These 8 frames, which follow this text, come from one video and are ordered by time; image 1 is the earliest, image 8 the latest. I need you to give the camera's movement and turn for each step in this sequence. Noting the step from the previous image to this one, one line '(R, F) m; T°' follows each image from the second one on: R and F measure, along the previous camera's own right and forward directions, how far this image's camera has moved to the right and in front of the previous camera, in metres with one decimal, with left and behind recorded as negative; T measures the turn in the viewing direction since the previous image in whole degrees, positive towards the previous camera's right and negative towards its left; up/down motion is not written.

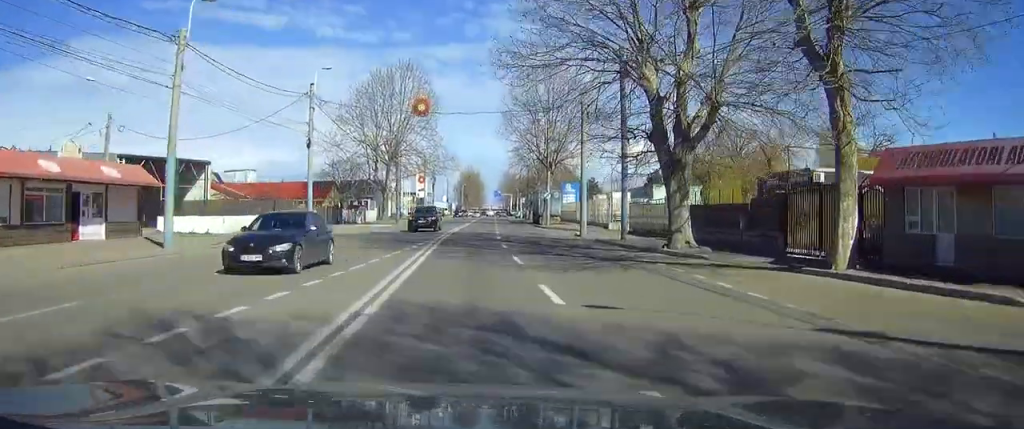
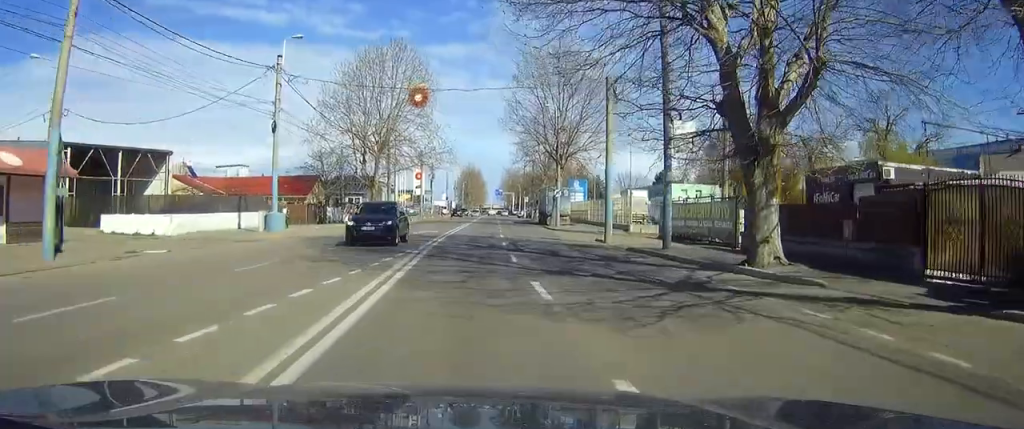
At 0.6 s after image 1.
(0.0, +8.1) m; 0°
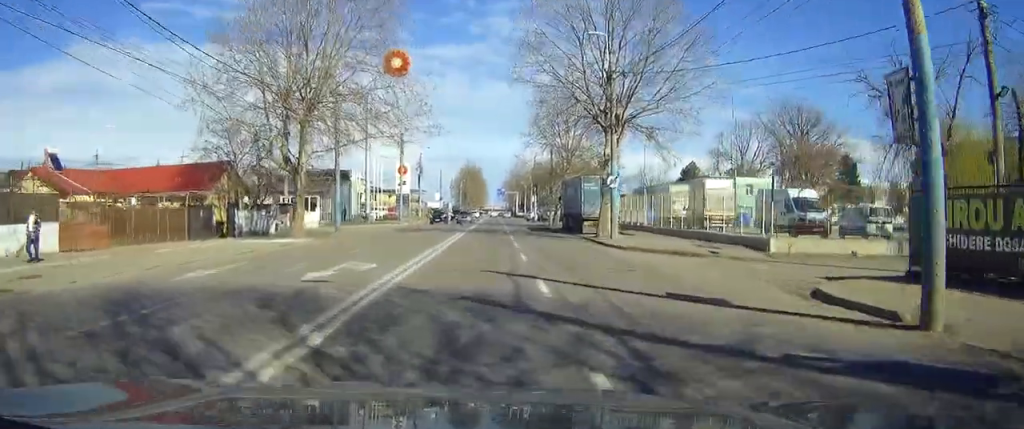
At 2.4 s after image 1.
(0.0, +25.7) m; 0°
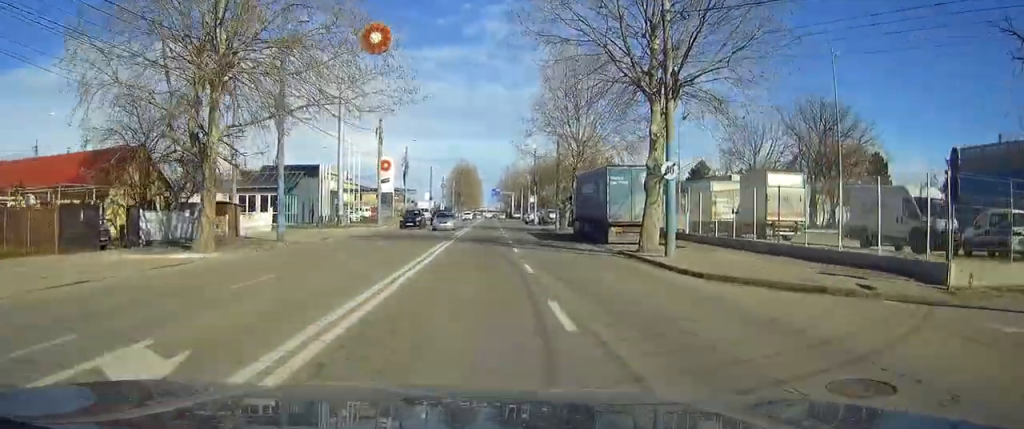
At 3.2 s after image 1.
(+0.1, +11.8) m; +1°
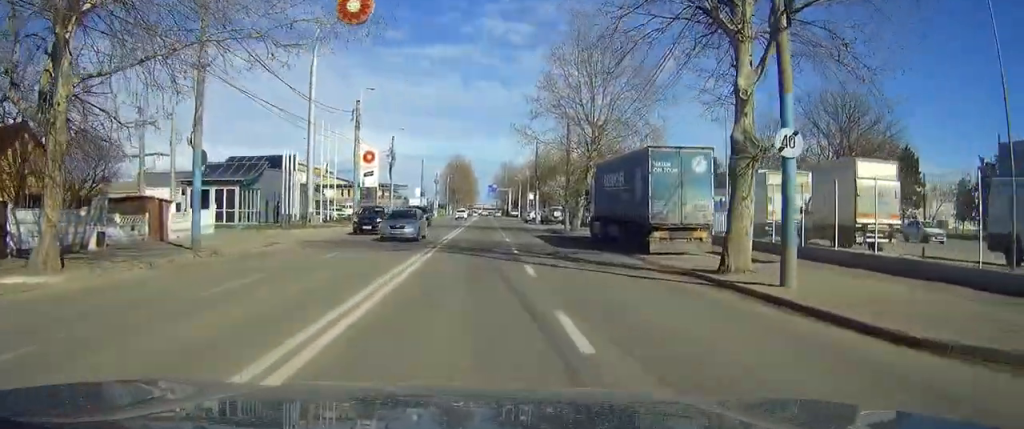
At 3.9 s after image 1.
(+0.1, +9.9) m; 0°
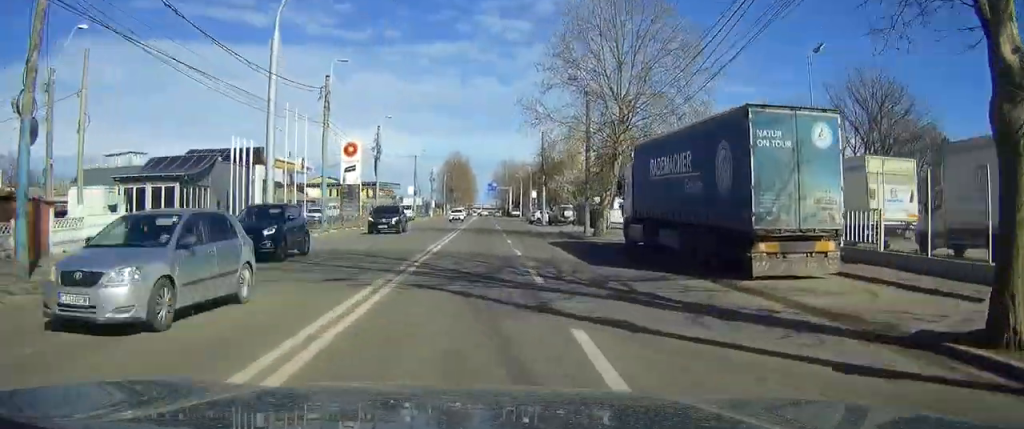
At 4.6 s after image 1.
(0.0, +10.4) m; 0°
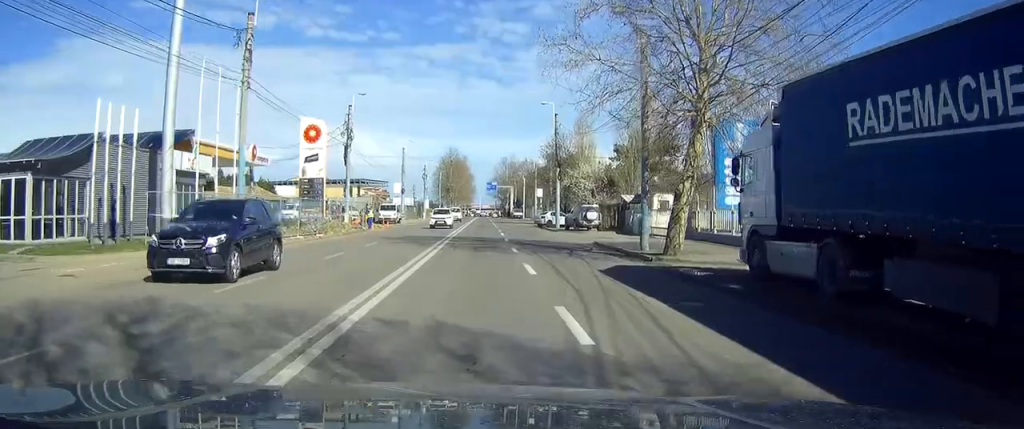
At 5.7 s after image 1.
(0.0, +15.1) m; 0°
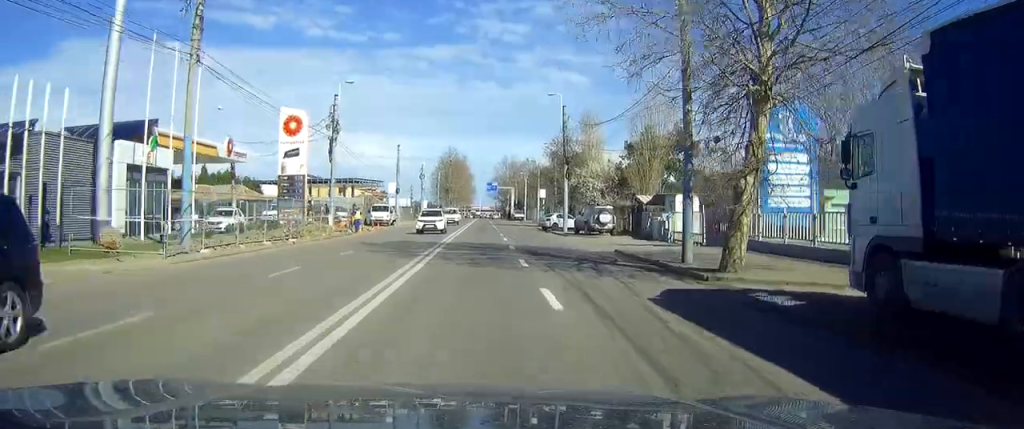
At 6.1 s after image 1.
(0.0, +5.6) m; 0°
